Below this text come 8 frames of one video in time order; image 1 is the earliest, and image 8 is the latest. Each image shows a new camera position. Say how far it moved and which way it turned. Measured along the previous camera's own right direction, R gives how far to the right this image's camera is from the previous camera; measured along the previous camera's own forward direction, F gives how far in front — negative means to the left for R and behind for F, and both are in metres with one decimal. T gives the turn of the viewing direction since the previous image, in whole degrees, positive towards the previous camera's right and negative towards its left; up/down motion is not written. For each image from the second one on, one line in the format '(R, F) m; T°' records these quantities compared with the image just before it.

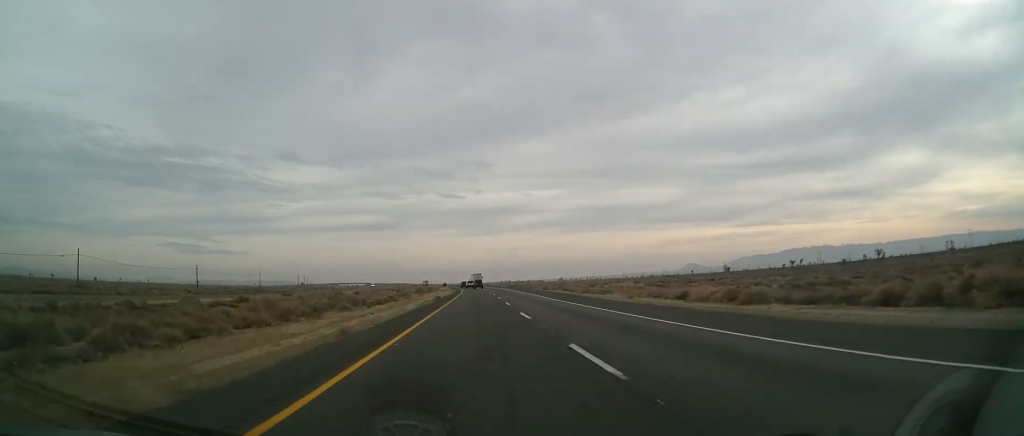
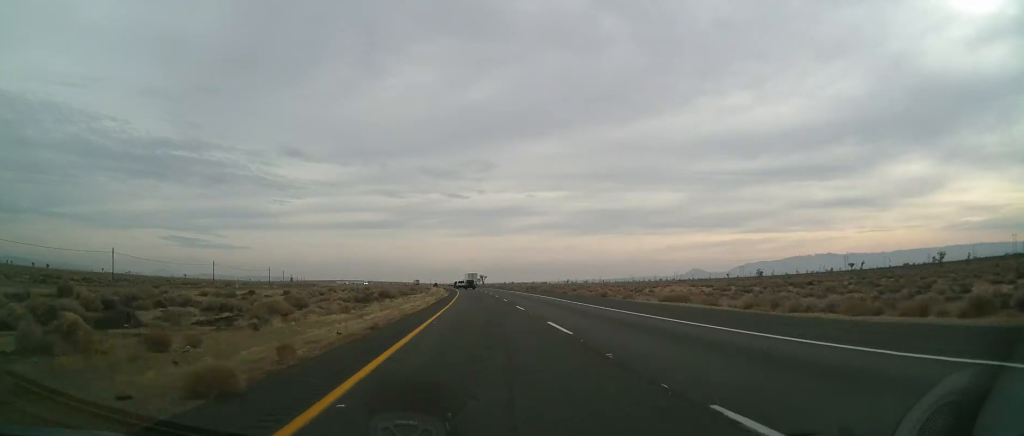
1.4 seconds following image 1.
(-0.1, +50.4) m; 0°
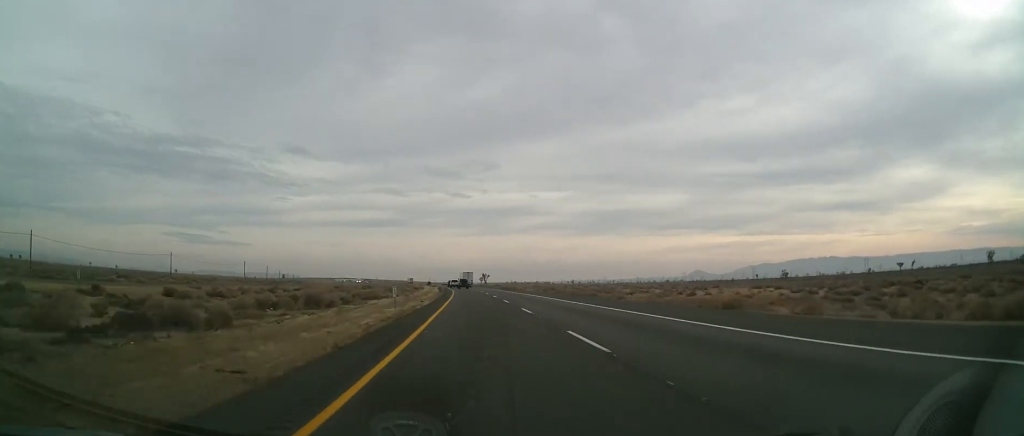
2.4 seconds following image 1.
(+0.2, +33.3) m; -1°
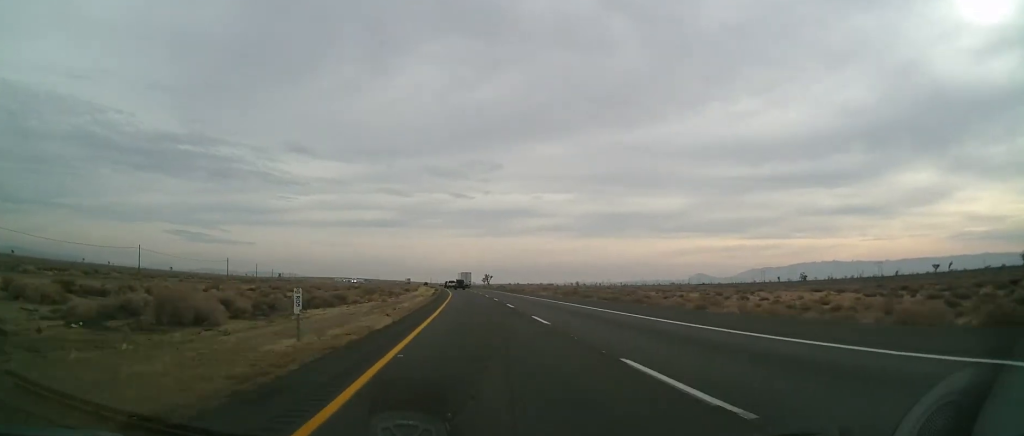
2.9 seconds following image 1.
(-0.3, +20.3) m; -1°
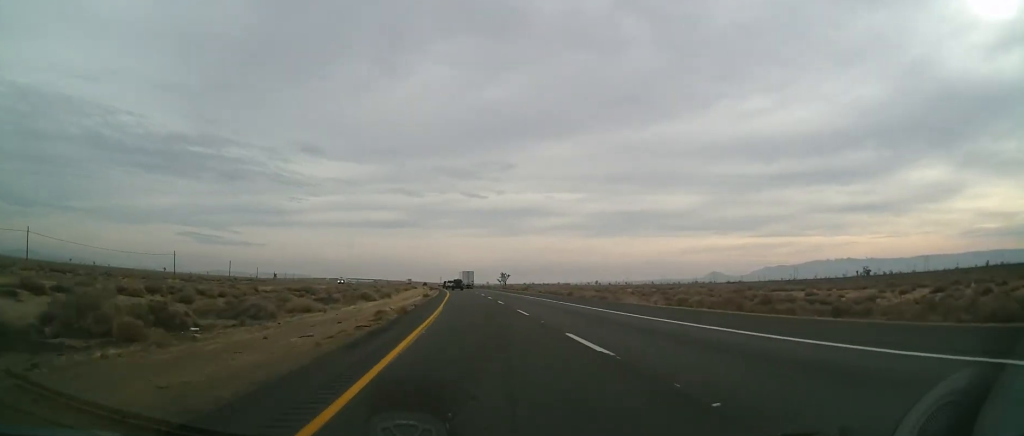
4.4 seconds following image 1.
(-0.3, +52.6) m; 0°
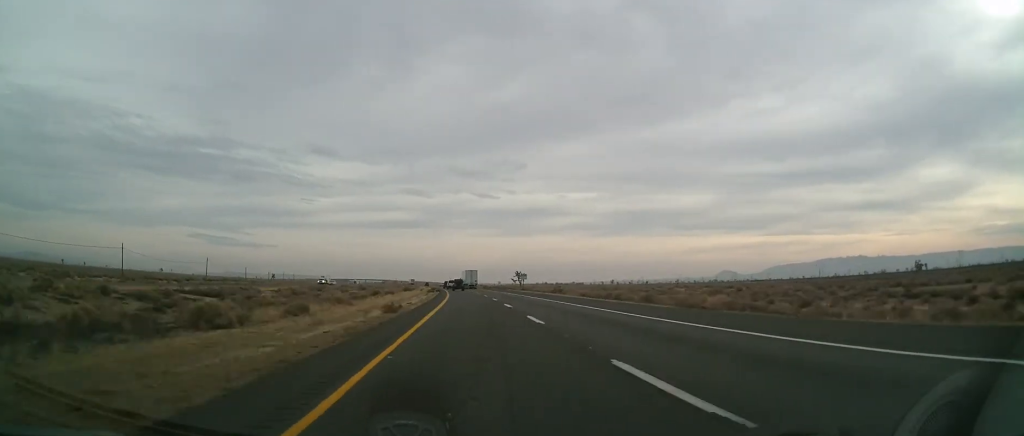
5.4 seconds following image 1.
(0.0, +34.8) m; 0°
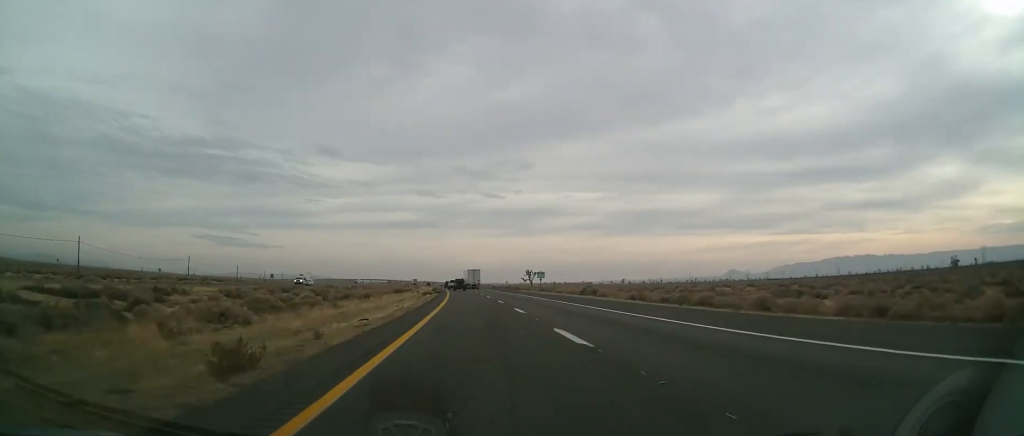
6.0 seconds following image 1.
(0.0, +21.7) m; -1°
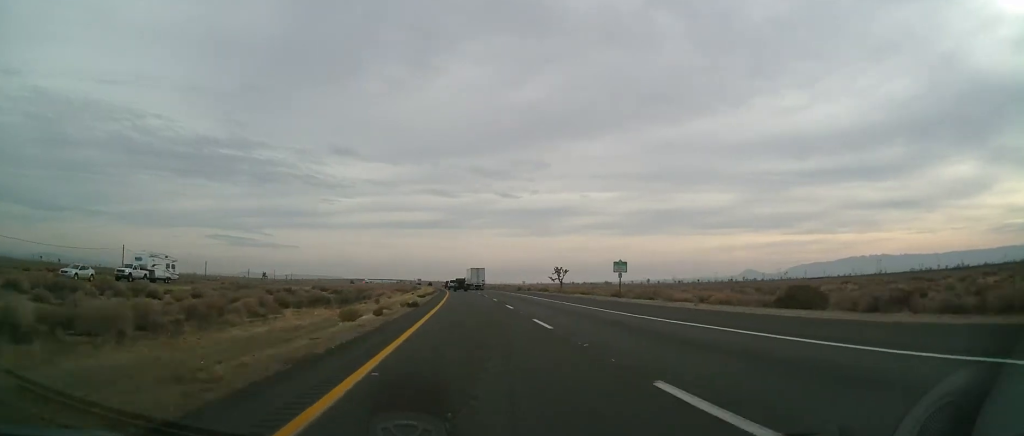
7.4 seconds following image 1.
(-0.9, +53.1) m; -2°
